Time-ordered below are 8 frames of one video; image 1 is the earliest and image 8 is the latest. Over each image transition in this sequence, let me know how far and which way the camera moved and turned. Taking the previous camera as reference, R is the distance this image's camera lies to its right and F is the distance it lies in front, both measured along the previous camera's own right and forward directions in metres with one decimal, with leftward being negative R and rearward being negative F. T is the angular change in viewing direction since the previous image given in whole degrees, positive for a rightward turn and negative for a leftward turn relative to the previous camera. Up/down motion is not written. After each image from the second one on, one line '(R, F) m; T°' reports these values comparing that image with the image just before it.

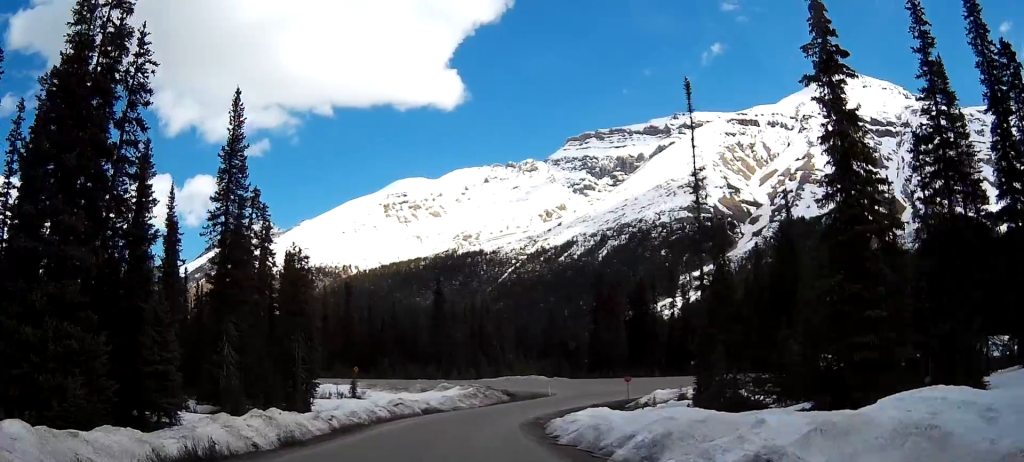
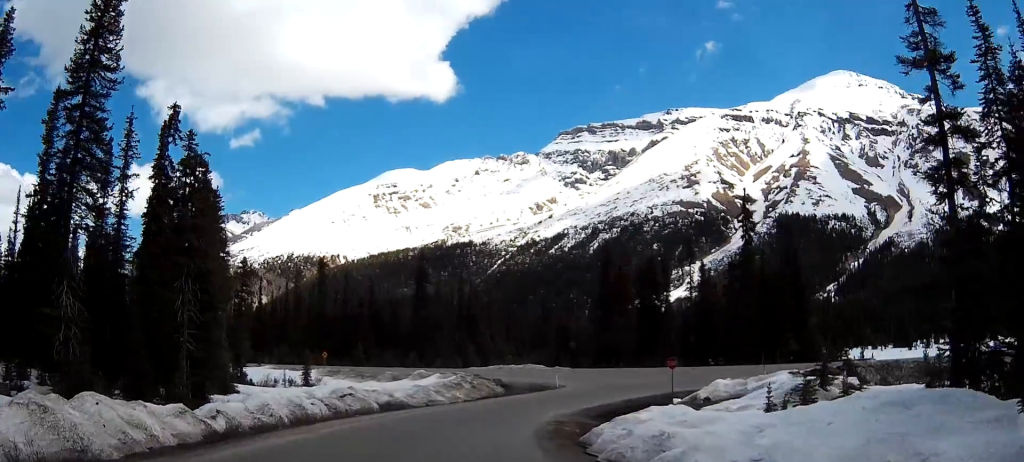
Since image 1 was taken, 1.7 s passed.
(+0.3, +21.0) m; +1°
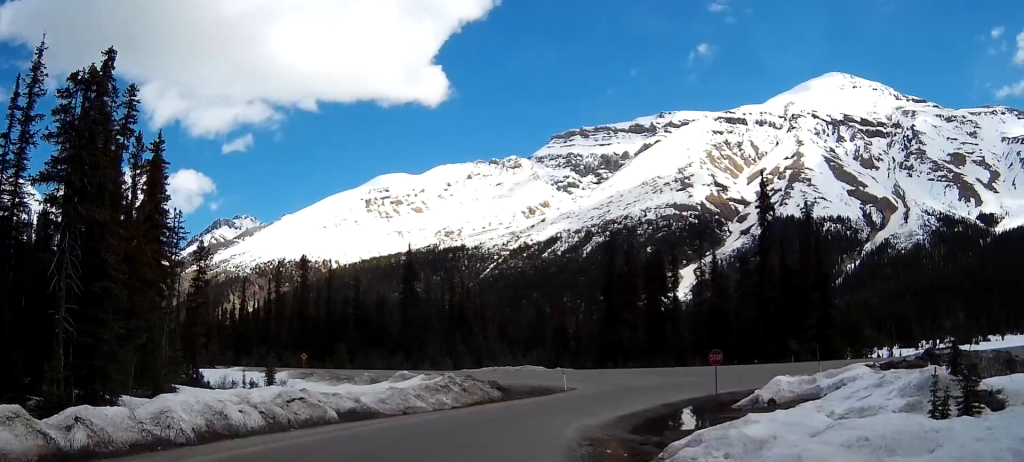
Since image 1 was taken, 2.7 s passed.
(0.0, +11.6) m; +1°
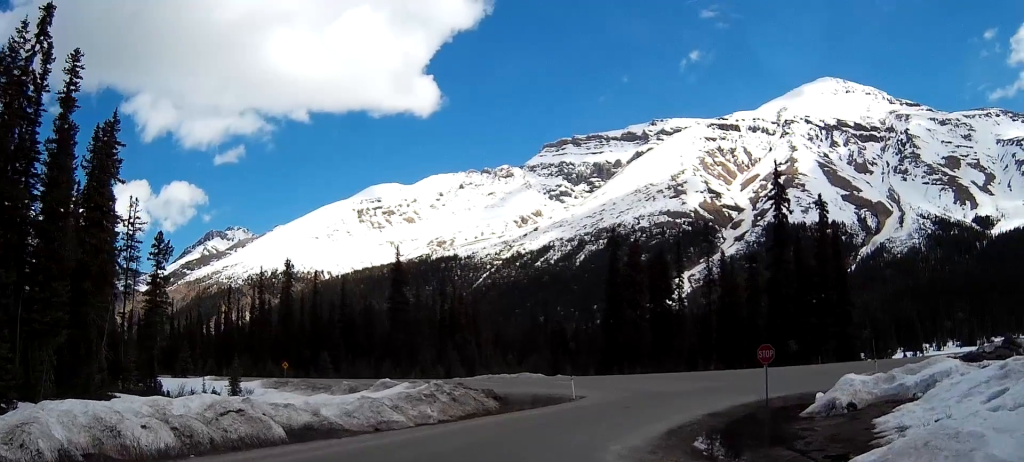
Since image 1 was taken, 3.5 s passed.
(+0.1, +8.5) m; +1°
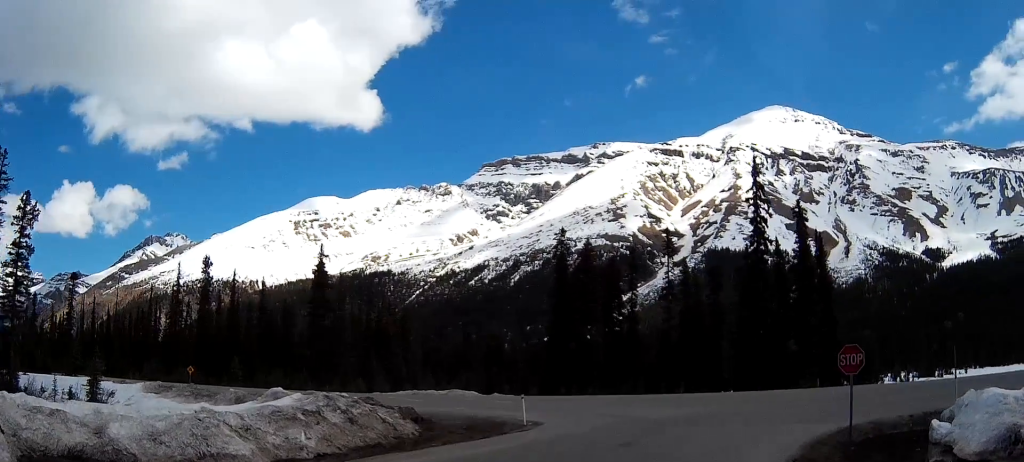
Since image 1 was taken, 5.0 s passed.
(+0.4, +13.7) m; +6°
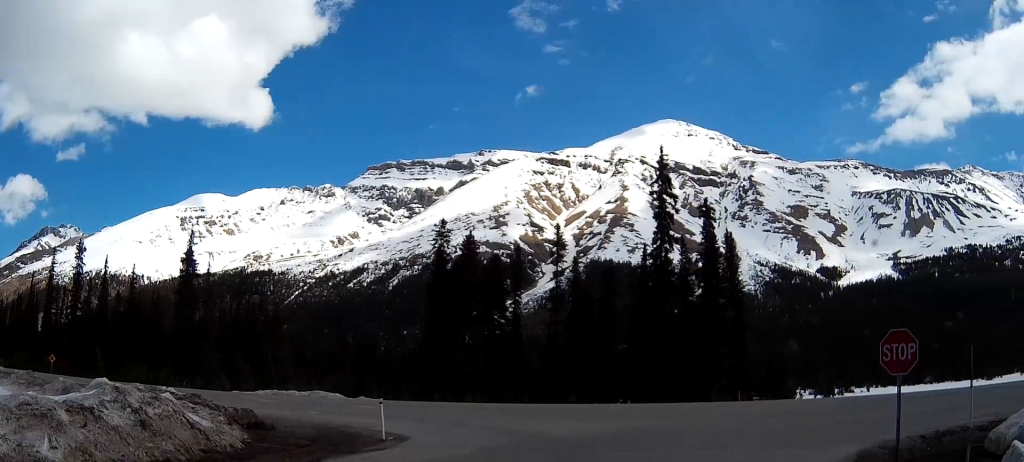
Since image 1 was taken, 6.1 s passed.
(+0.5, +8.6) m; +9°
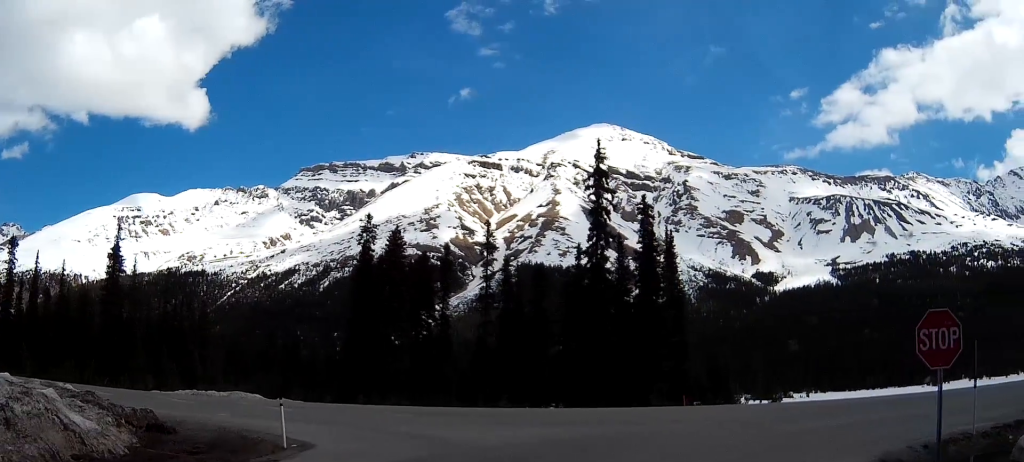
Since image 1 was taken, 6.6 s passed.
(+0.1, +3.7) m; +5°
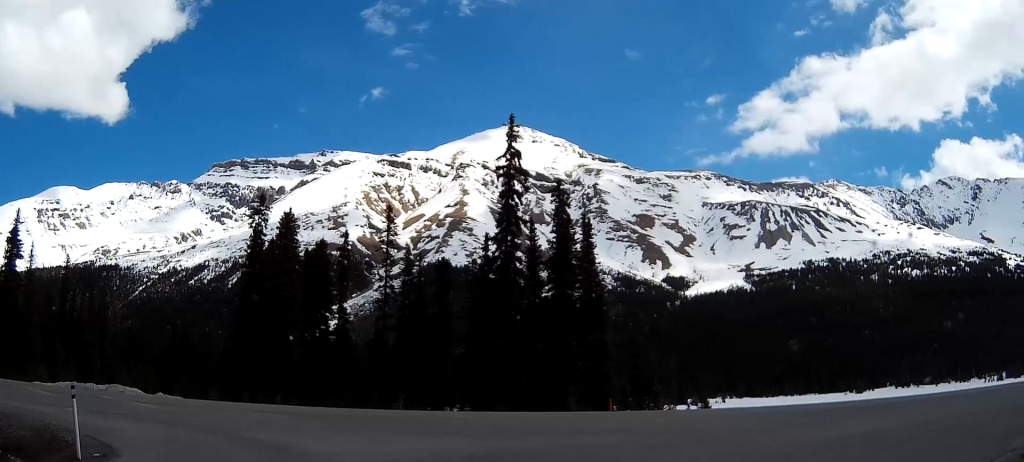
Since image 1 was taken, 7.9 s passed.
(+0.7, +7.2) m; +9°
